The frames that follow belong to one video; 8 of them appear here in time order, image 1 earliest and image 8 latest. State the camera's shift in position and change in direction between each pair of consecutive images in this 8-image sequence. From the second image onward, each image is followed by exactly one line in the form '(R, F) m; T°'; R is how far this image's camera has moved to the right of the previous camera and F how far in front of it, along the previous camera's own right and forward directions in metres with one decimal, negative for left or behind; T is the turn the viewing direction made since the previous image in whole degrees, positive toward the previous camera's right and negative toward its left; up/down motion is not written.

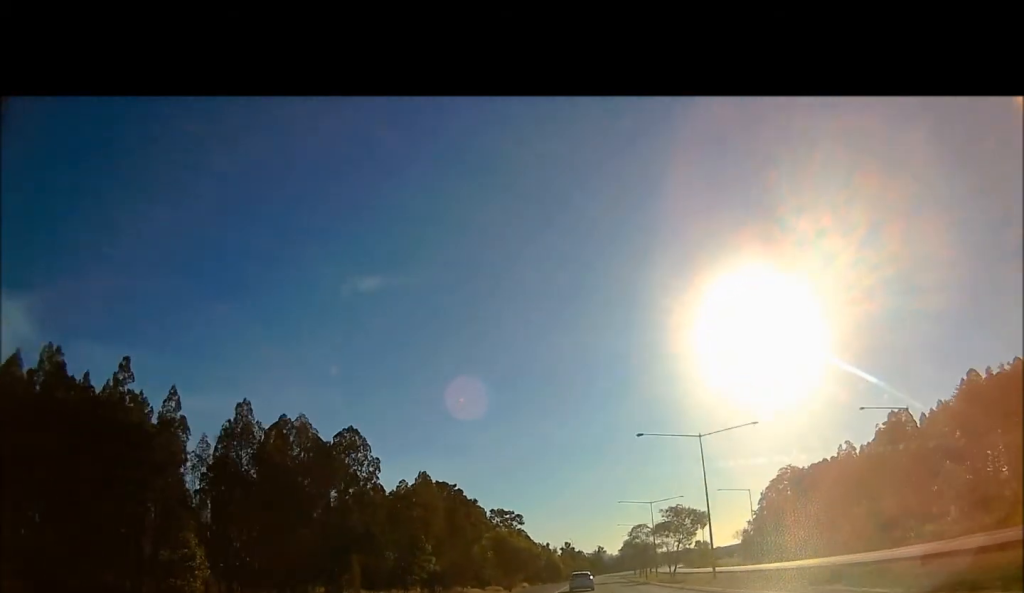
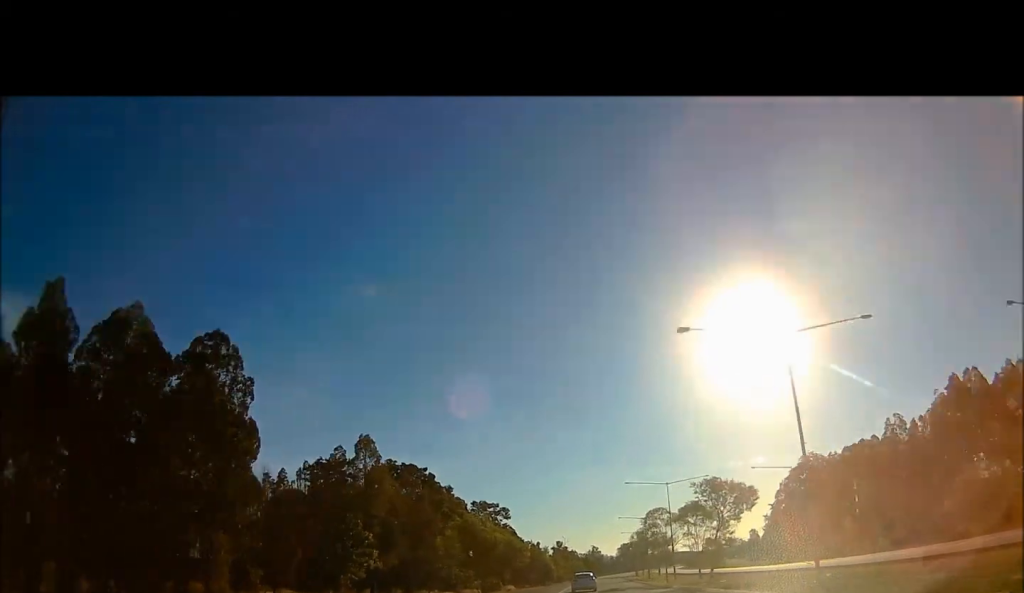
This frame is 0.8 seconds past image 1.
(-0.1, +23.3) m; 0°
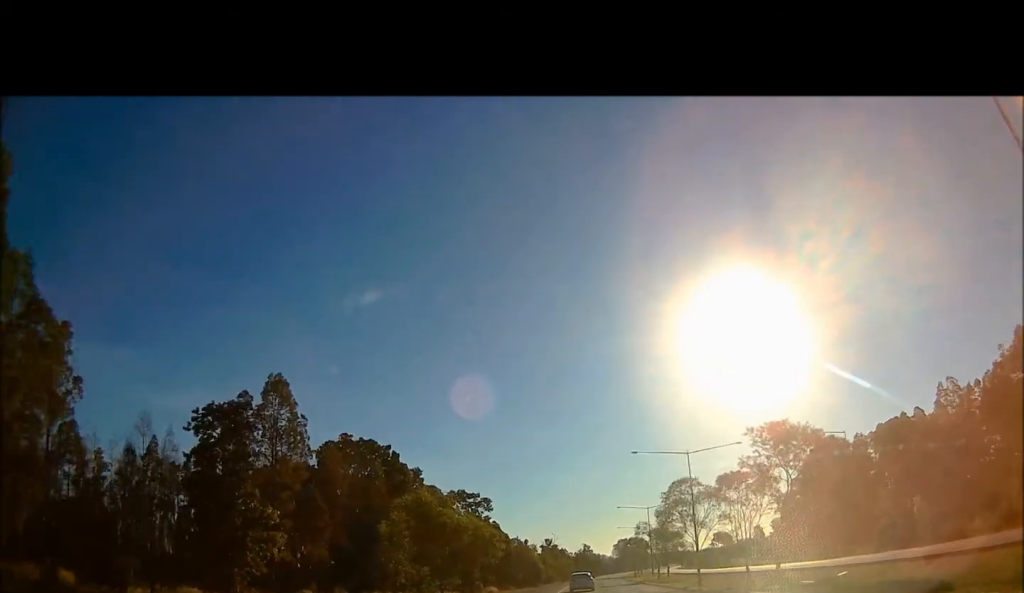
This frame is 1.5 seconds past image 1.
(0.0, +19.5) m; +2°
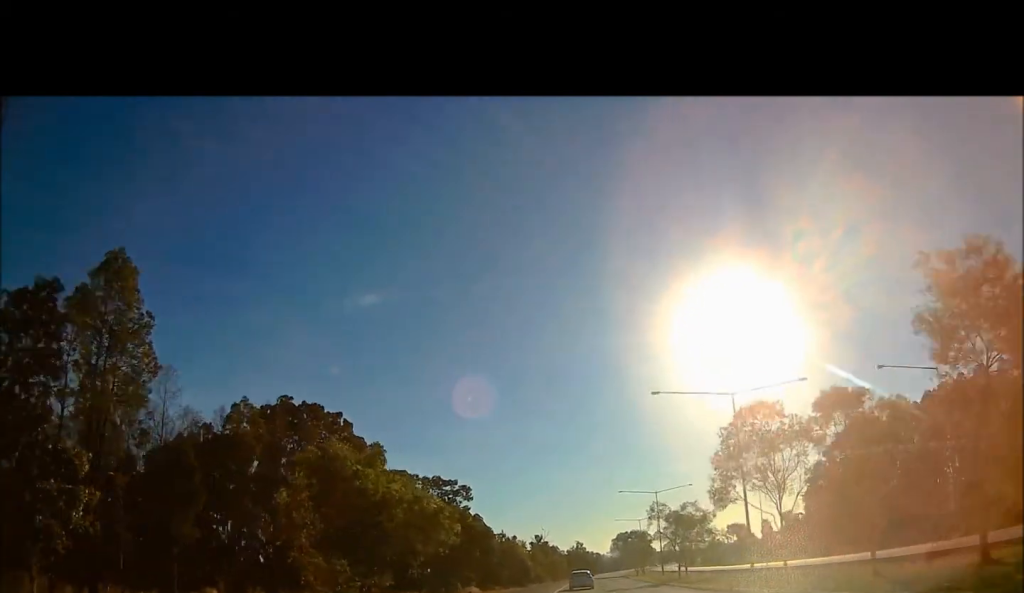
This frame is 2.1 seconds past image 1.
(+0.5, +19.6) m; +2°
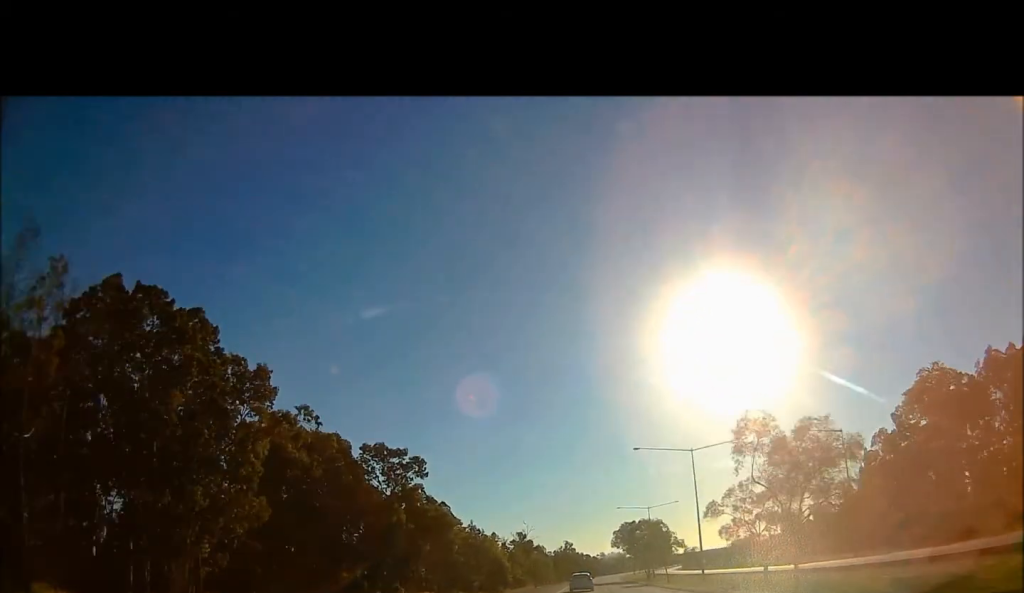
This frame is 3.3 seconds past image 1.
(+0.7, +33.6) m; 0°
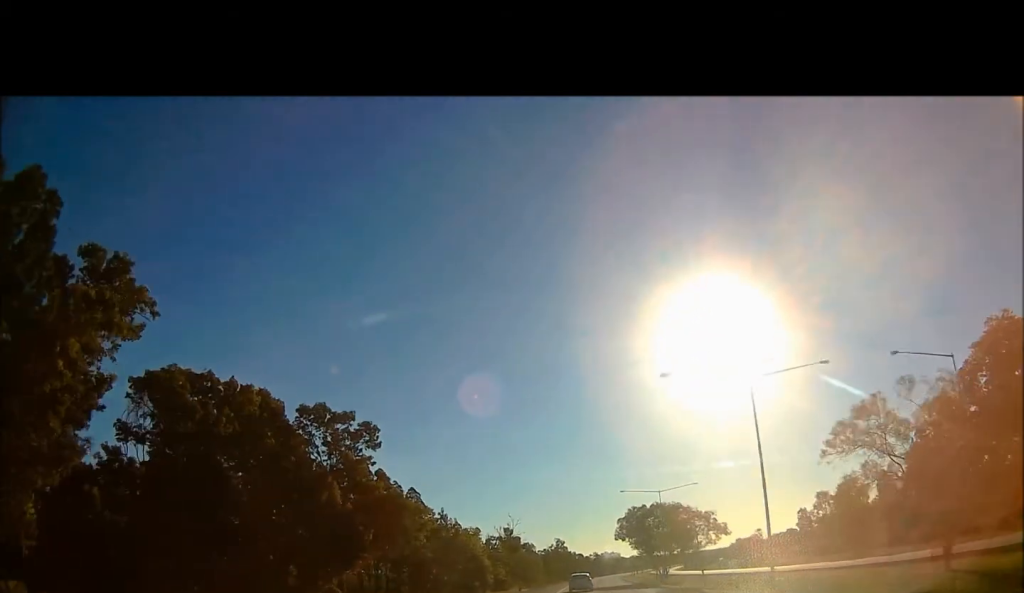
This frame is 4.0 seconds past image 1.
(-0.3, +21.6) m; -1°
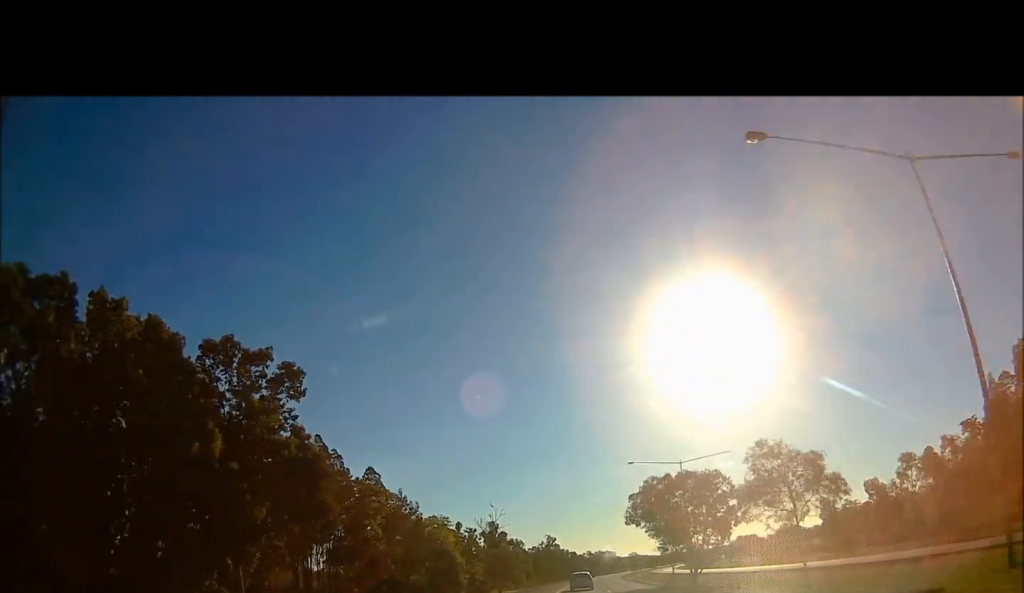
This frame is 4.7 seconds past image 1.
(-0.7, +21.6) m; 0°
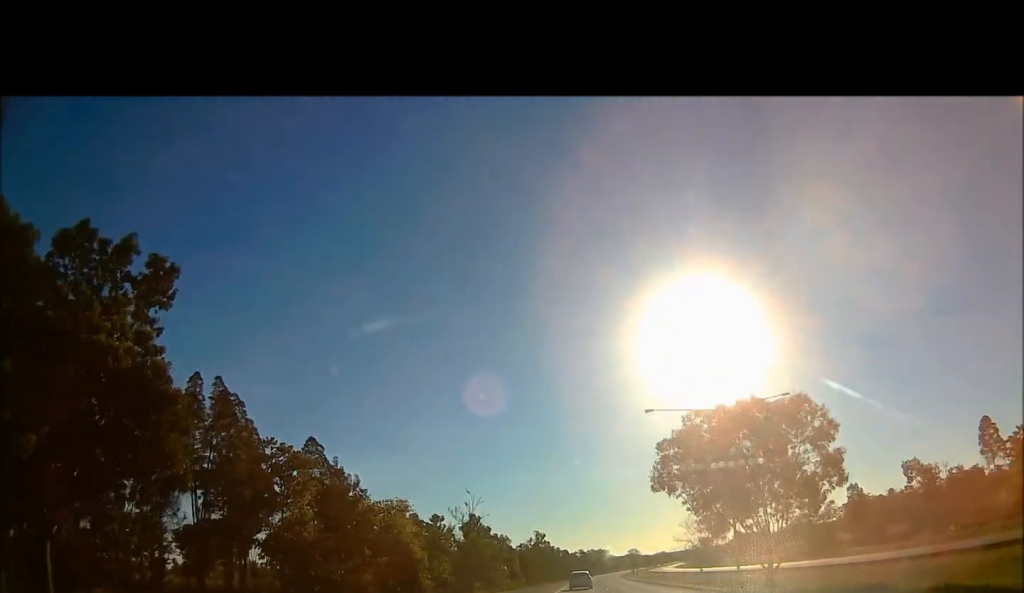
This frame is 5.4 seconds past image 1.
(+0.7, +20.7) m; +4°
